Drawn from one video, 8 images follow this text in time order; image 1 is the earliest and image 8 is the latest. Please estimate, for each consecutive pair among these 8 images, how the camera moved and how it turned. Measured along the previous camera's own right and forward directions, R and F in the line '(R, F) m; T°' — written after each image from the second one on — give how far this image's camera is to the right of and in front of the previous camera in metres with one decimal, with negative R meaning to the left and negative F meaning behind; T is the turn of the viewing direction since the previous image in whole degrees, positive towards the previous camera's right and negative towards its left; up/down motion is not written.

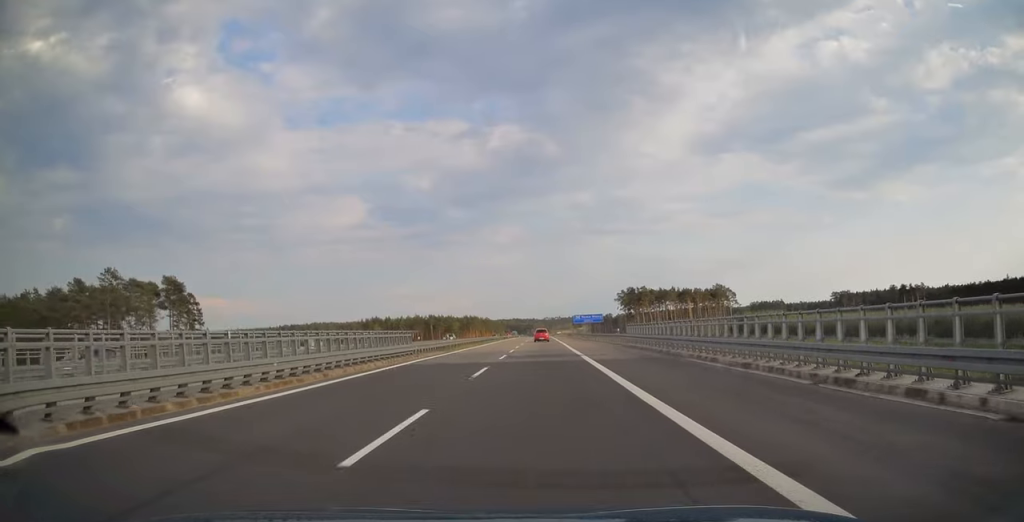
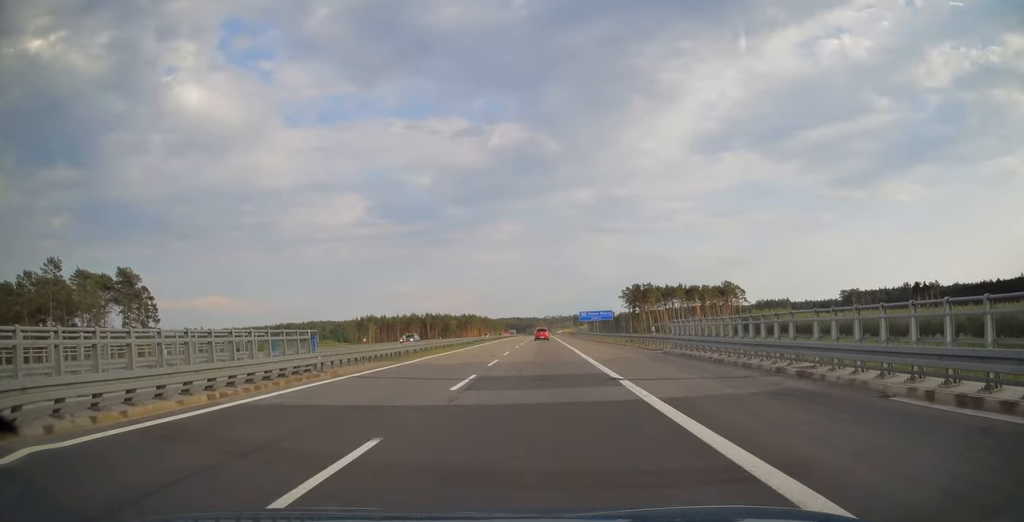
(+0.1, +14.8) m; 0°
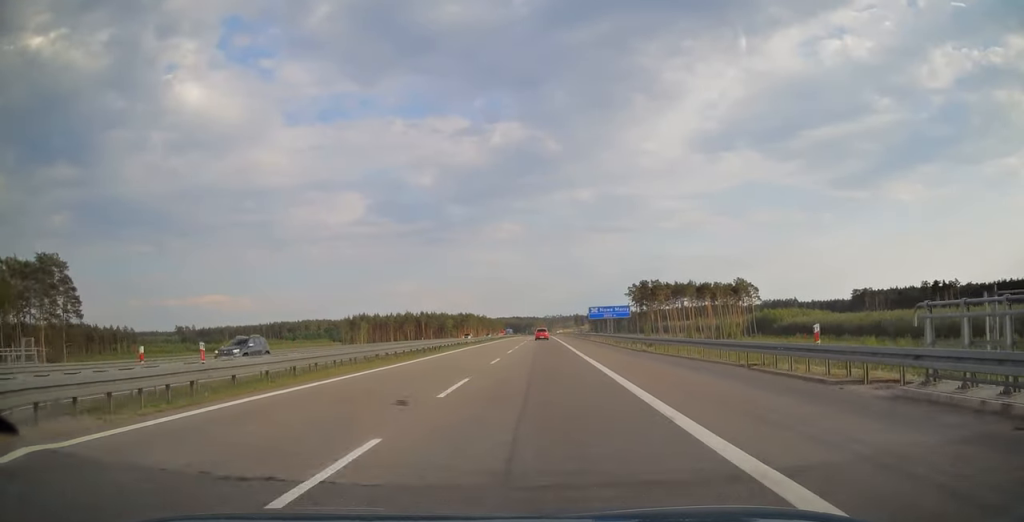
(-0.1, +19.7) m; 0°
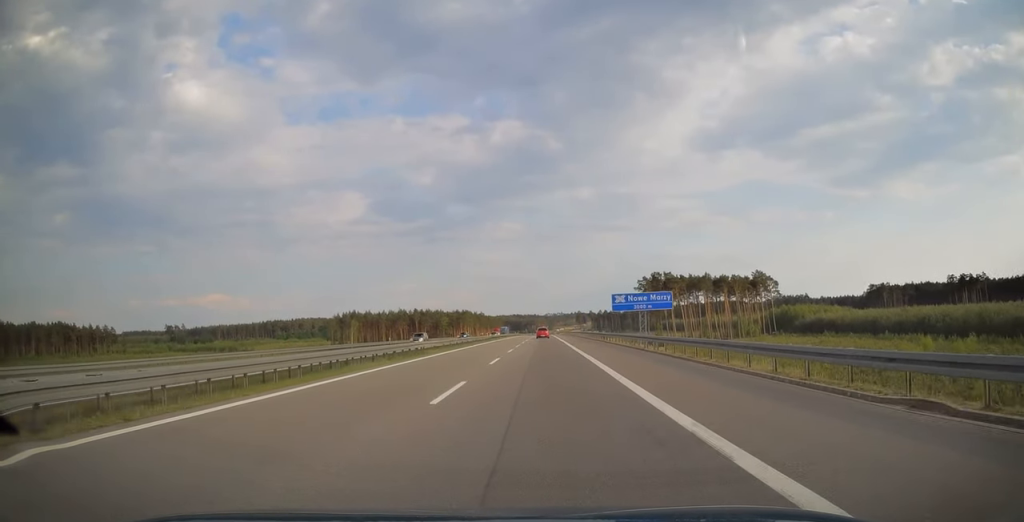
(0.0, +24.6) m; 0°
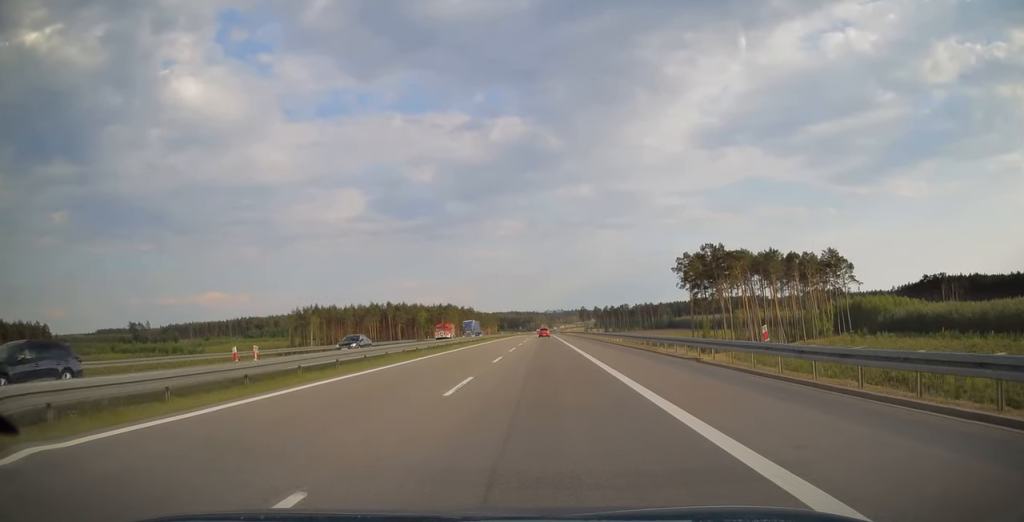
(0.0, +70.1) m; 0°
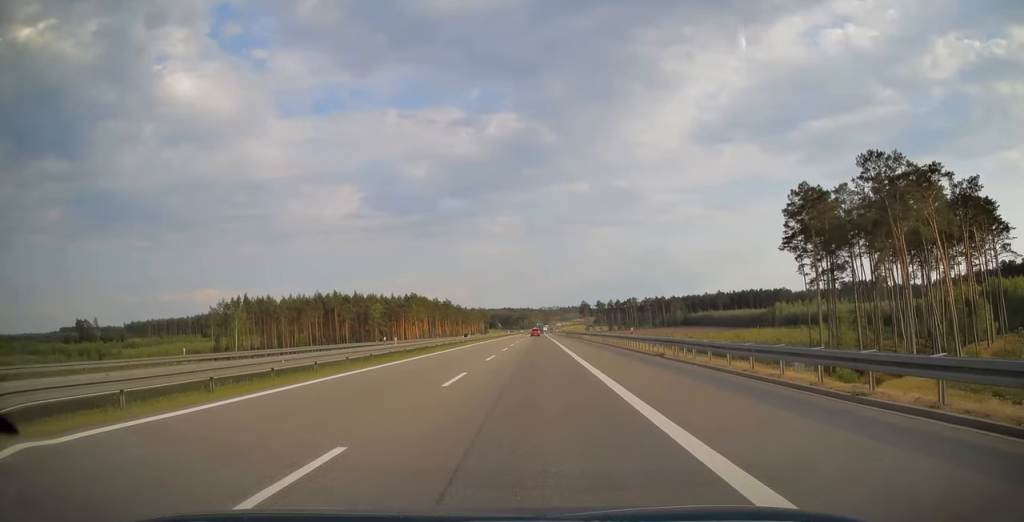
(+0.3, +81.1) m; 0°
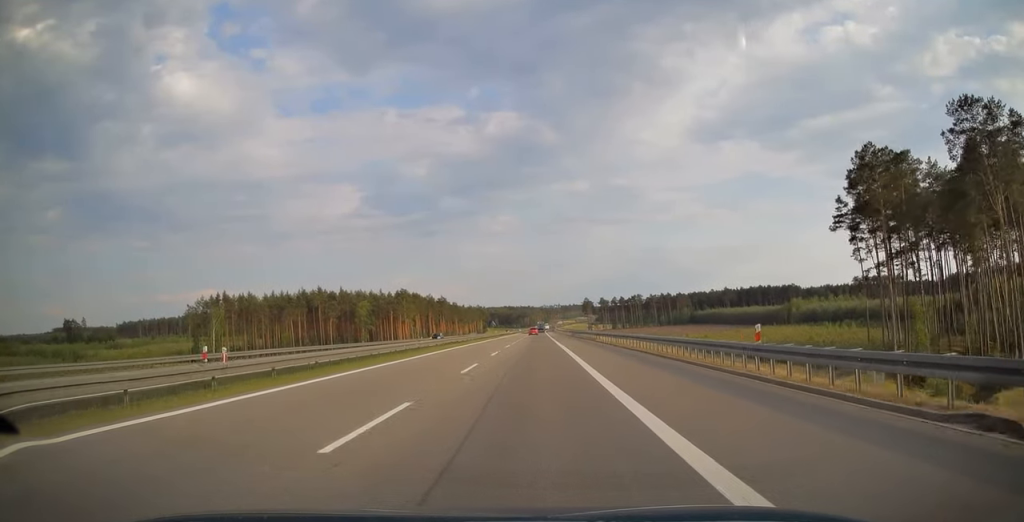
(0.0, +19.7) m; 0°
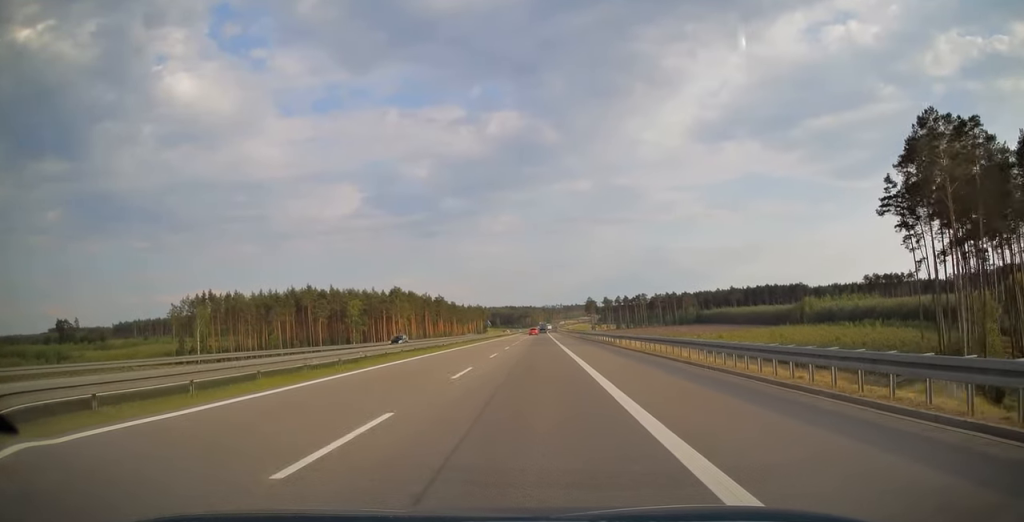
(0.0, +13.1) m; 0°
